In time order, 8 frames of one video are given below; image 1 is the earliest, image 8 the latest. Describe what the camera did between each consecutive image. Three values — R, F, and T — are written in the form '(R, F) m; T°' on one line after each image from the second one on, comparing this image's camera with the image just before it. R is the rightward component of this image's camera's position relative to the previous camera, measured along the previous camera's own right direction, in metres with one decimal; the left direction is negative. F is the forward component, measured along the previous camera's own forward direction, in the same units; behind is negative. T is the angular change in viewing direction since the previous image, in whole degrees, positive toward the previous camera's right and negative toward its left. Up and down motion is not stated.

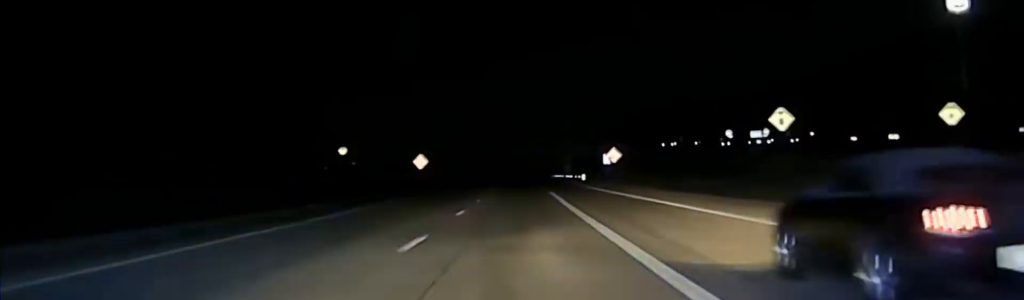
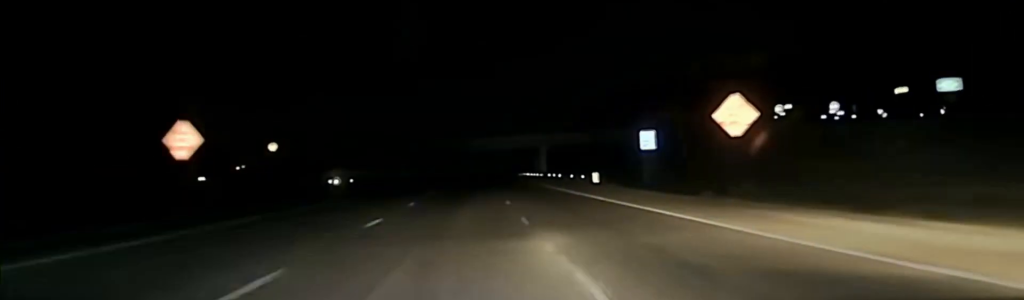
(+2.1, +71.4) m; +3°
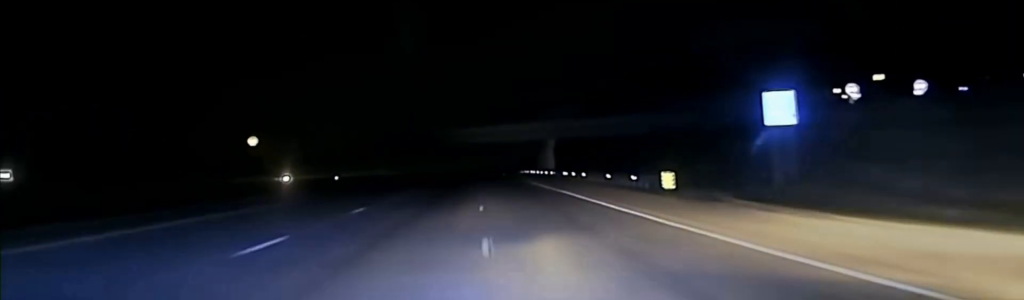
(0.0, +31.2) m; +1°
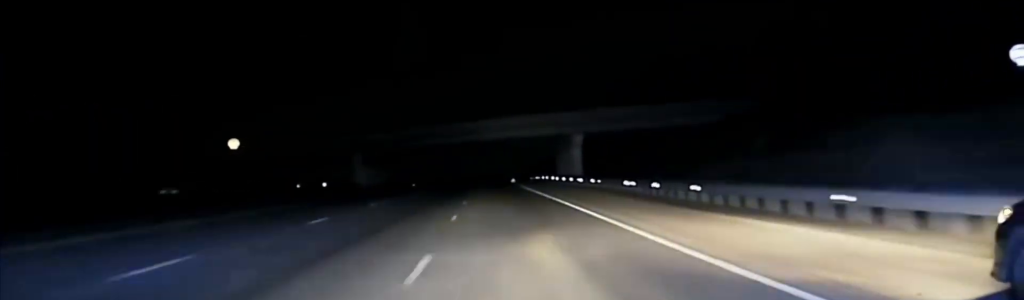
(+0.5, +35.6) m; 0°
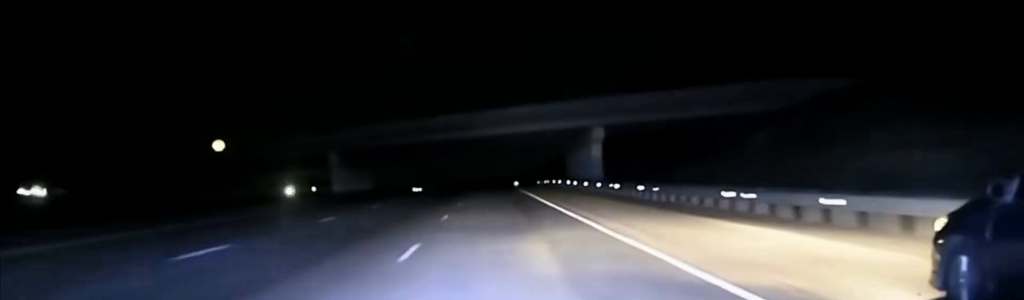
(-0.2, +20.9) m; 0°
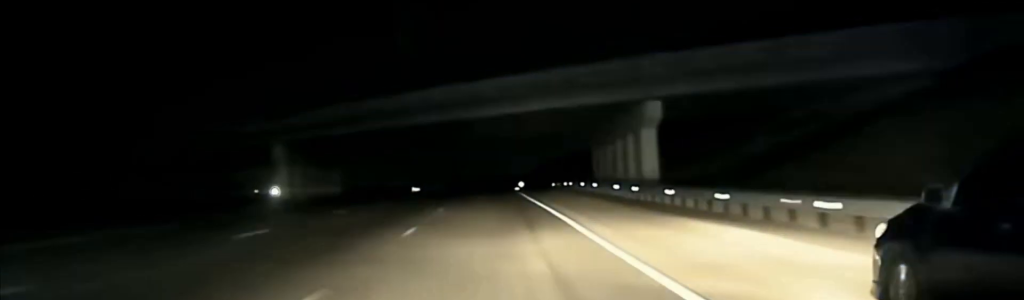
(-0.3, +29.8) m; 0°
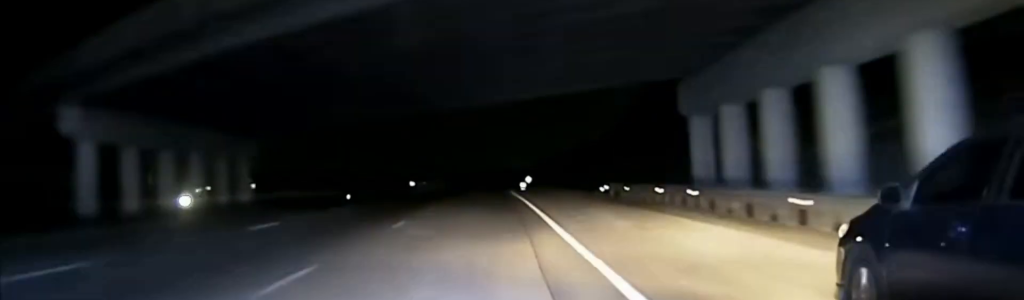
(+0.2, +46.7) m; 0°
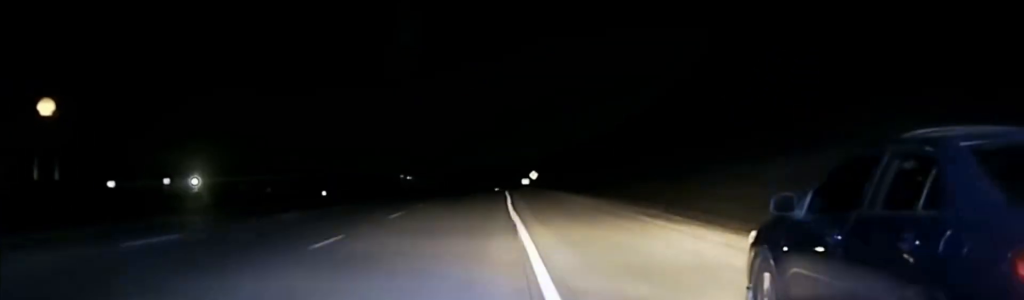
(+0.2, +53.0) m; 0°
